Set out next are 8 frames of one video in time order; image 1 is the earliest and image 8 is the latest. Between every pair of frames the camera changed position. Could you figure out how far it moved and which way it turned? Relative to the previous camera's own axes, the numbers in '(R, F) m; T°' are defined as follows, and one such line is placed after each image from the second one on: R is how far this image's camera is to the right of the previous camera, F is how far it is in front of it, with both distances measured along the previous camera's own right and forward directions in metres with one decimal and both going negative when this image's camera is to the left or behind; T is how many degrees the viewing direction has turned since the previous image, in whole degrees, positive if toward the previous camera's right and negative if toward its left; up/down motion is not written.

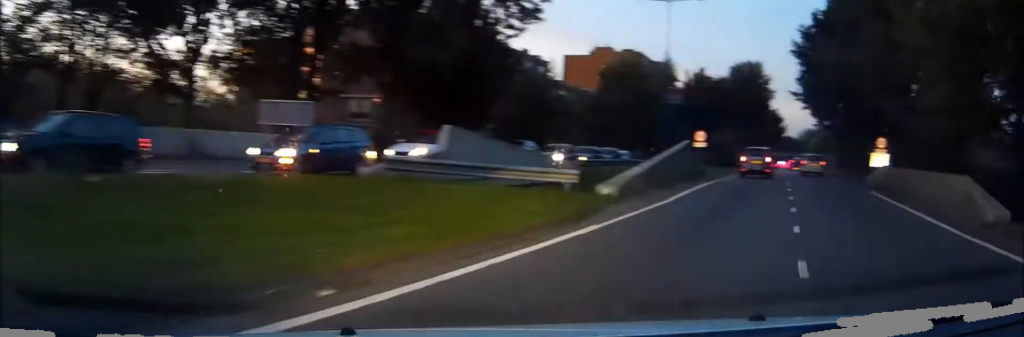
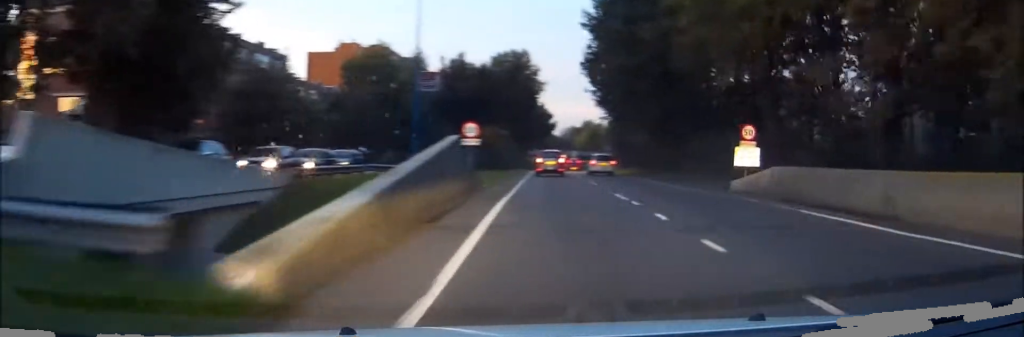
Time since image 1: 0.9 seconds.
(+1.8, +11.1) m; +14°
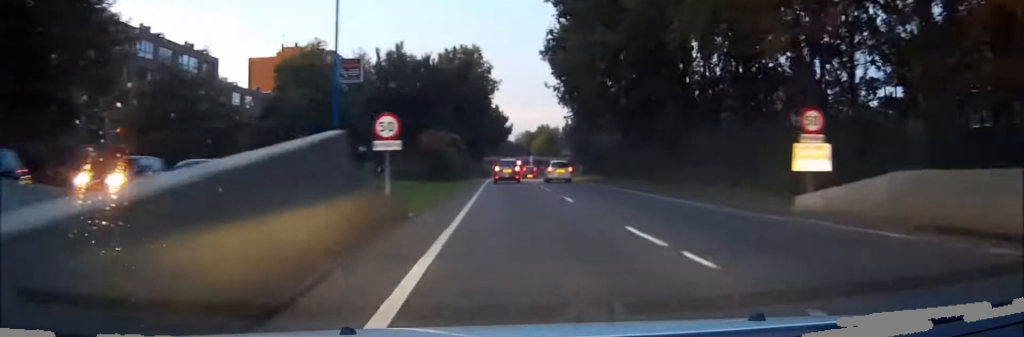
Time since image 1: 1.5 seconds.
(+0.7, +8.8) m; +5°
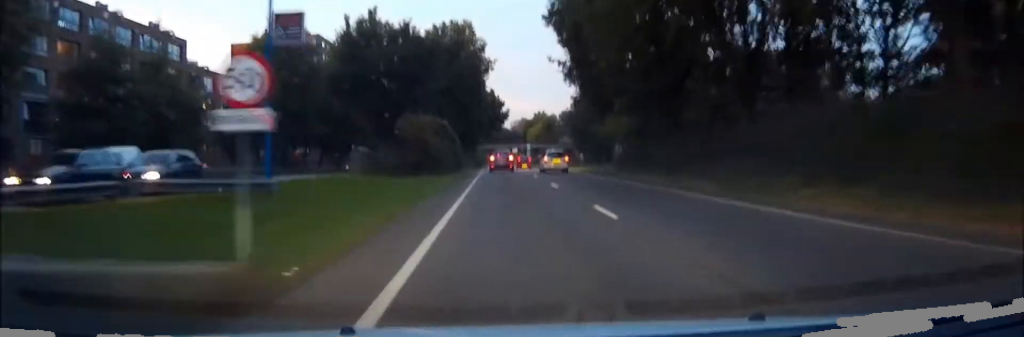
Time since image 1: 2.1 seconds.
(+0.2, +9.1) m; +1°
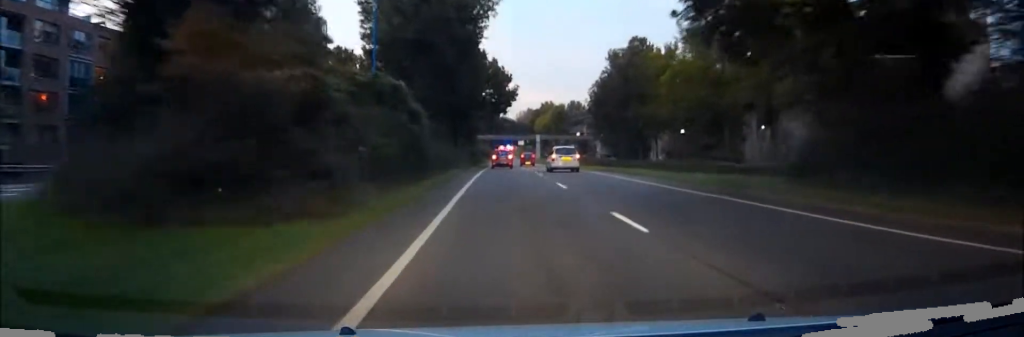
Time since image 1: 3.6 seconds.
(+0.2, +27.2) m; 0°
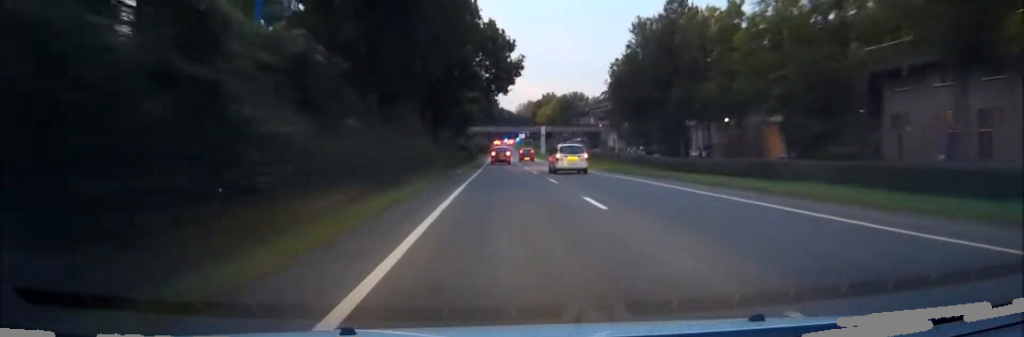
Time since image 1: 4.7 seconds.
(0.0, +21.1) m; 0°
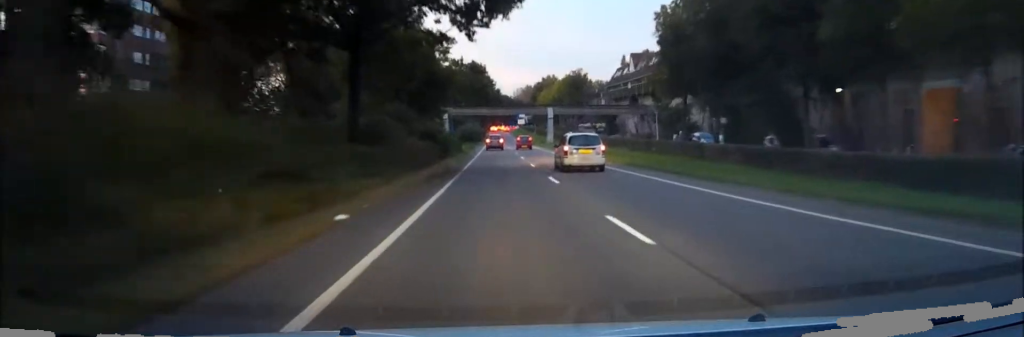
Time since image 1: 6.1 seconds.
(0.0, +29.9) m; 0°
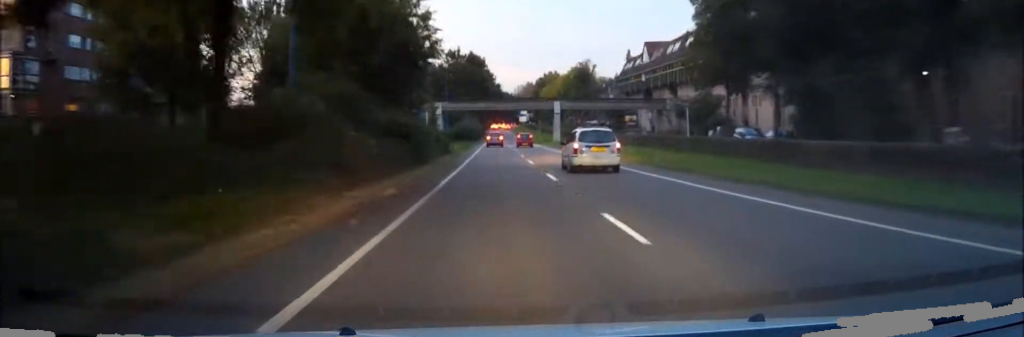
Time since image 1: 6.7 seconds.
(0.0, +12.7) m; 0°
